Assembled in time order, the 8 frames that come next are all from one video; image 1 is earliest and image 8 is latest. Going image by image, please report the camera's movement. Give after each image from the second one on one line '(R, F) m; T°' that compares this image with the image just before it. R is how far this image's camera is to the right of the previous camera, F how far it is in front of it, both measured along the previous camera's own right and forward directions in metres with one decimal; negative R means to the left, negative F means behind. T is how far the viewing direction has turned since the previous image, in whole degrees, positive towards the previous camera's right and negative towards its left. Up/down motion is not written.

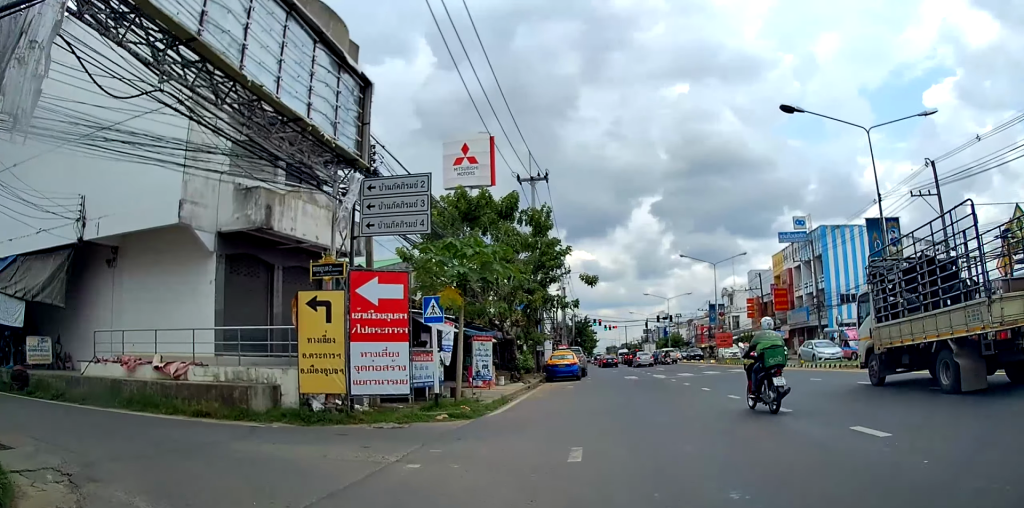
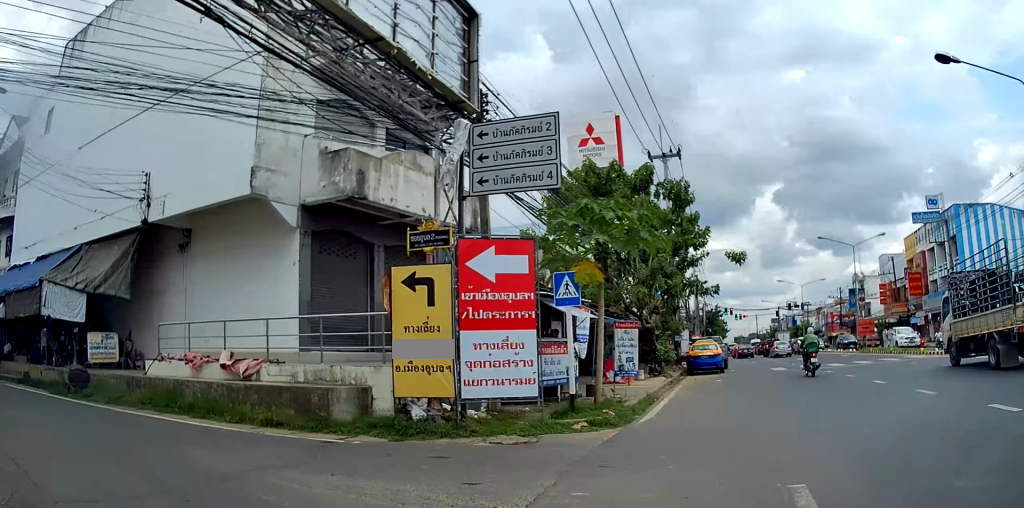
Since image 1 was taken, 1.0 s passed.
(-0.8, +3.2) m; -24°
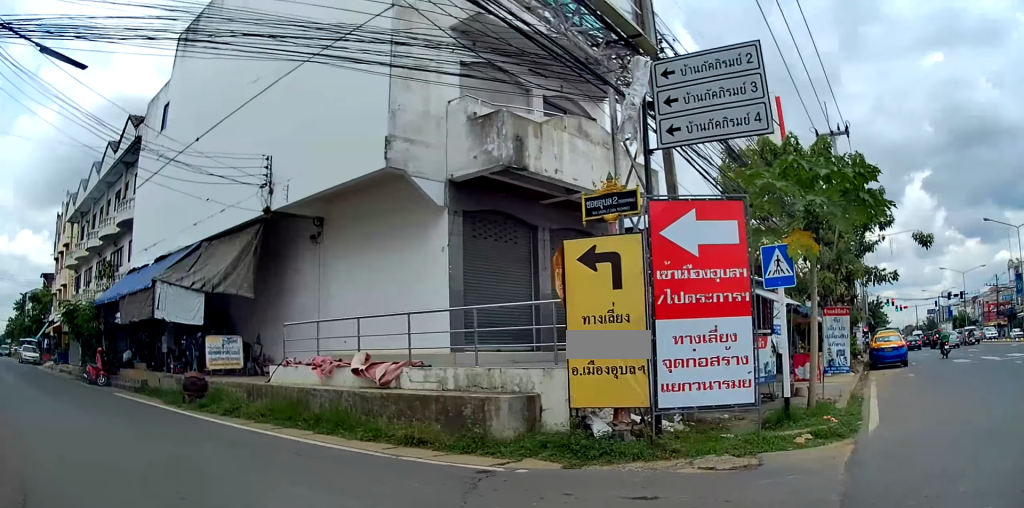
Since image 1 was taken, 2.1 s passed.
(-0.5, +3.0) m; -12°
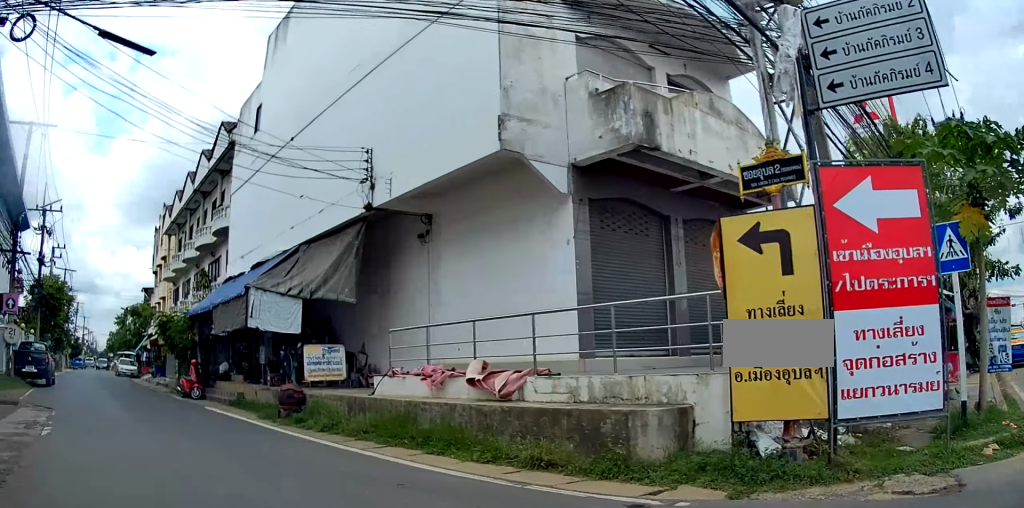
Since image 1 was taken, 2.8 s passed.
(-0.1, +1.7) m; -1°
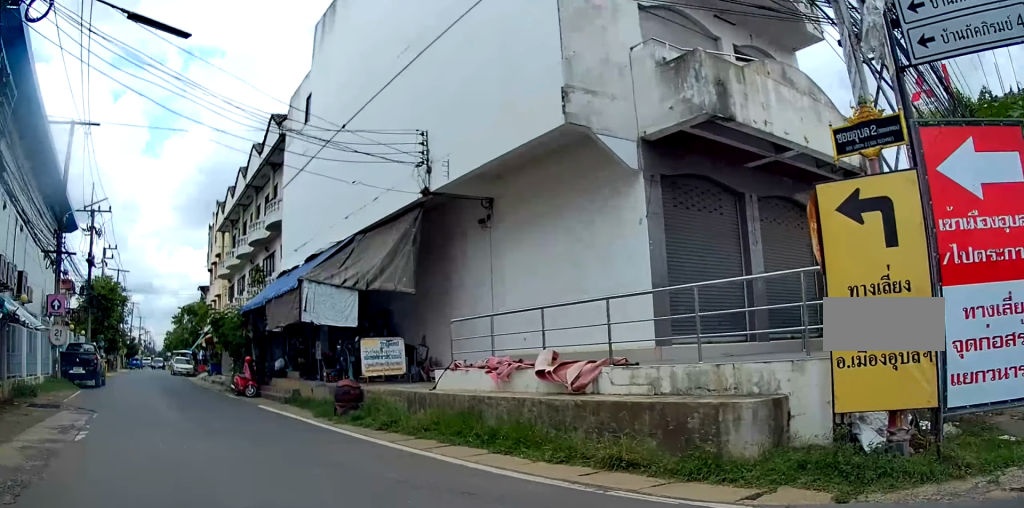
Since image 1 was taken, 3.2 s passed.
(0.0, +0.7) m; -6°
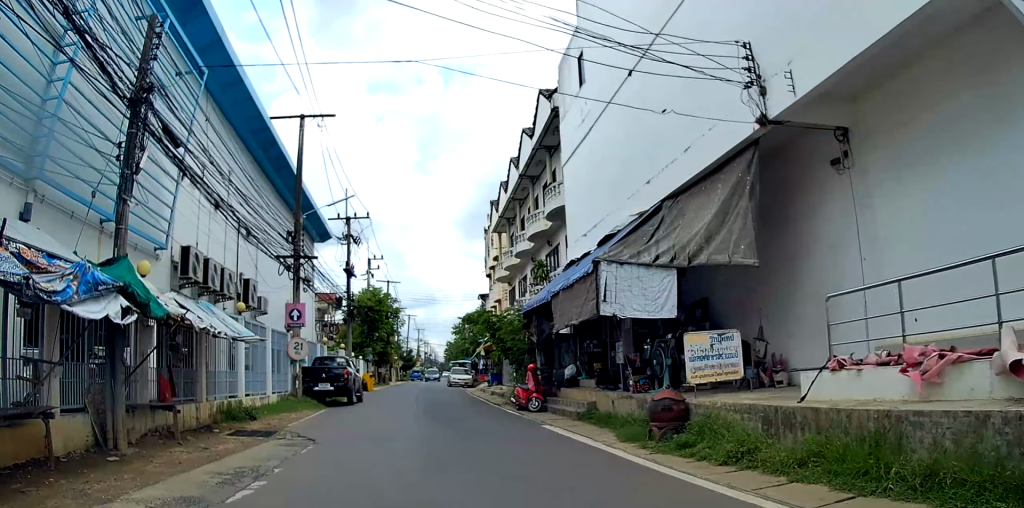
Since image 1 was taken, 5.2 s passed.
(-1.2, +3.5) m; -31°
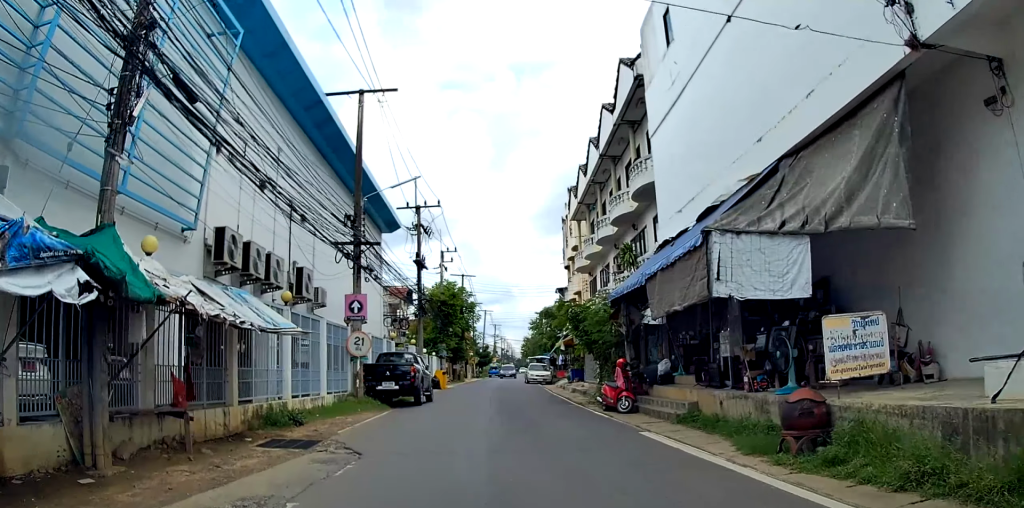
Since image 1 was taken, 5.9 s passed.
(-0.1, +1.8) m; +1°
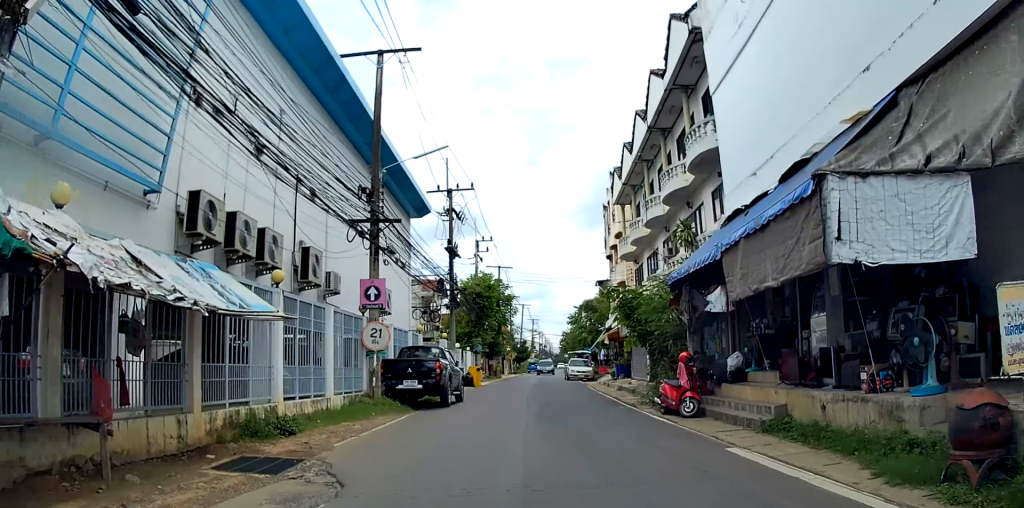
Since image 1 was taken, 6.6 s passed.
(+0.1, +2.3) m; +2°
